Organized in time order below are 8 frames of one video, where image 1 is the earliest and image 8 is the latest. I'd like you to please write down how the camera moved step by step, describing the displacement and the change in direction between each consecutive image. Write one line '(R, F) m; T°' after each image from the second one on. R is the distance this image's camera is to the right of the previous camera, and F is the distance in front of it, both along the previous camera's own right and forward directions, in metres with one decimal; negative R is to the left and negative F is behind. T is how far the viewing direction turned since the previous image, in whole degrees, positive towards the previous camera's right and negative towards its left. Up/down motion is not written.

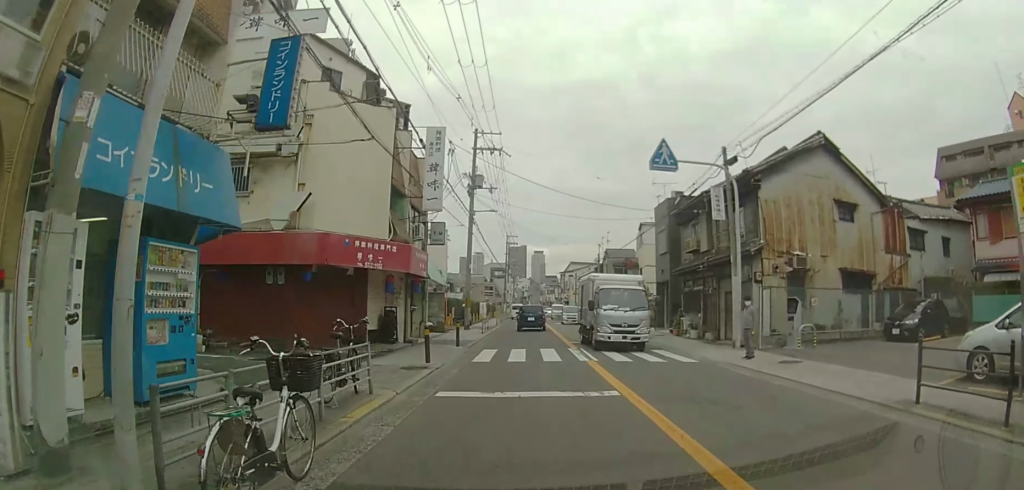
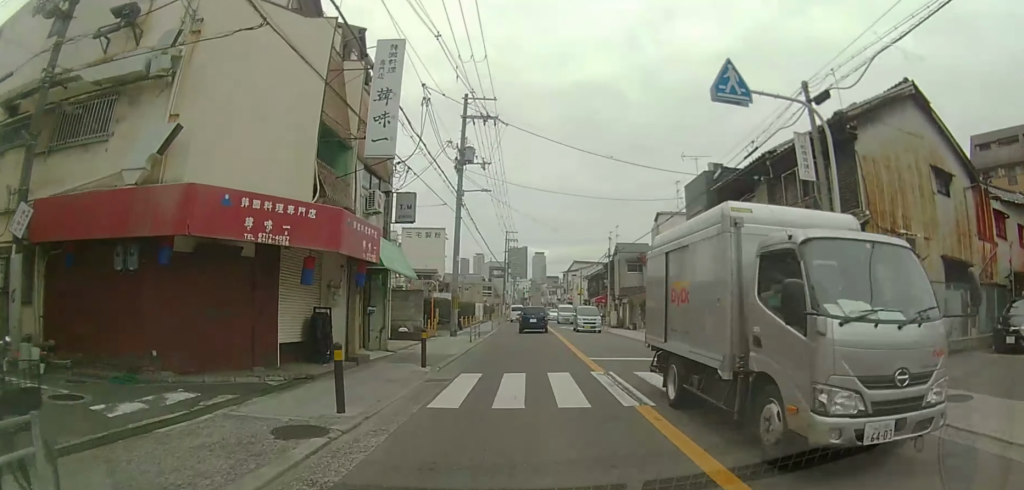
(-0.2, +6.3) m; -2°
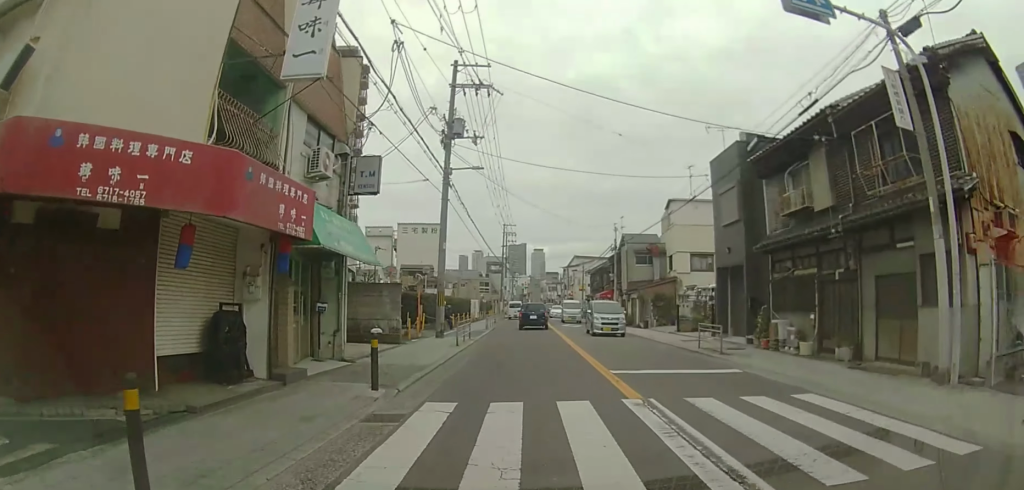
(0.0, +4.3) m; 0°
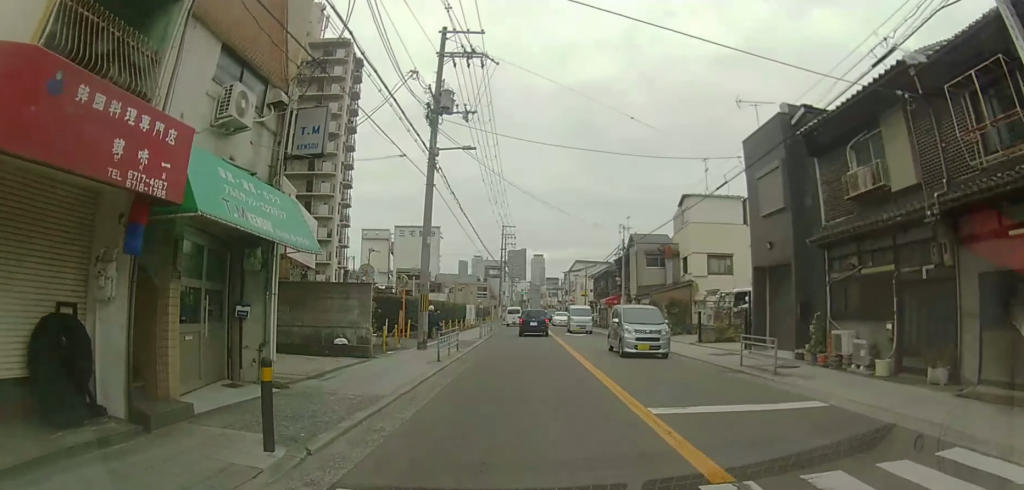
(0.0, +3.7) m; 0°
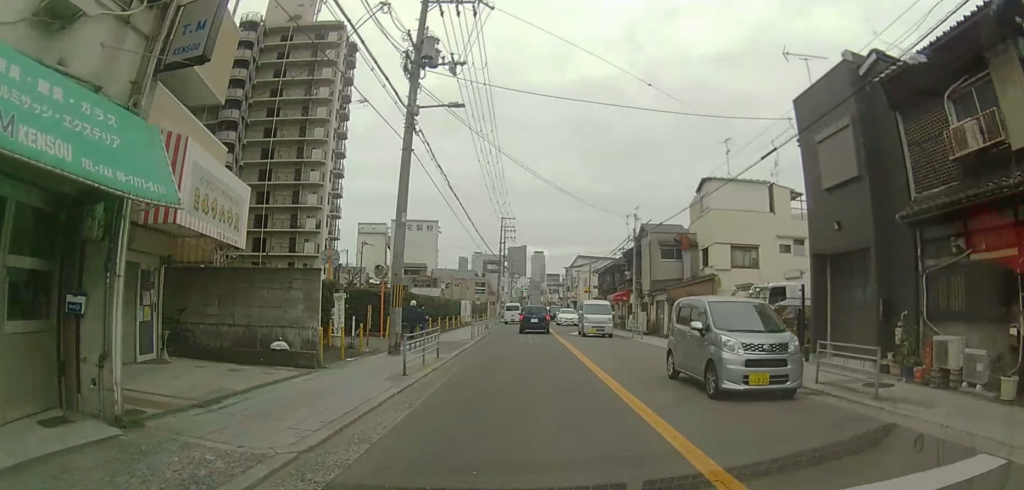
(0.0, +3.9) m; 0°
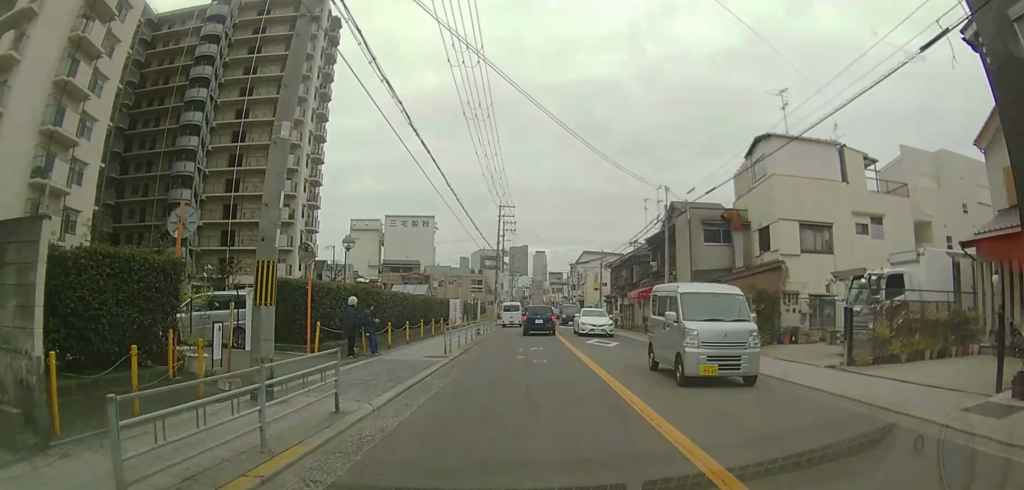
(0.0, +8.0) m; -1°
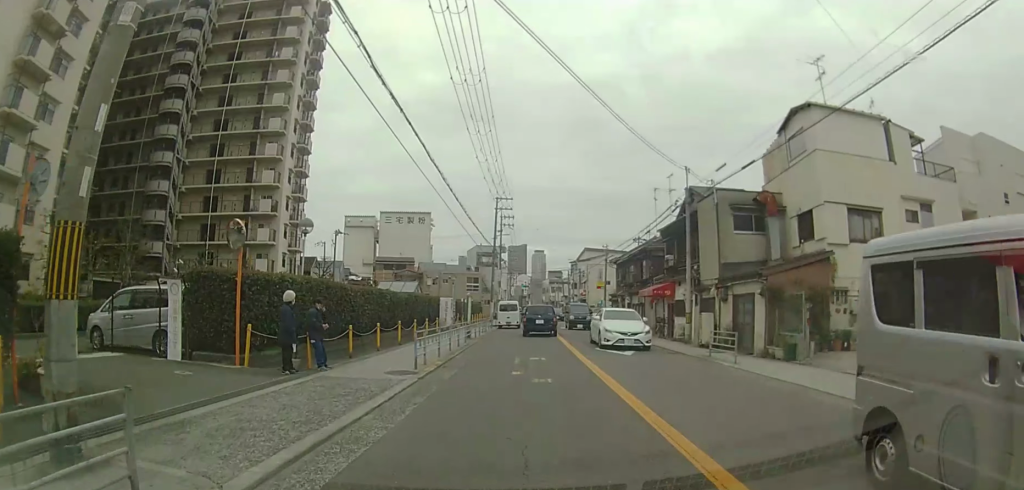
(-0.2, +3.8) m; +1°
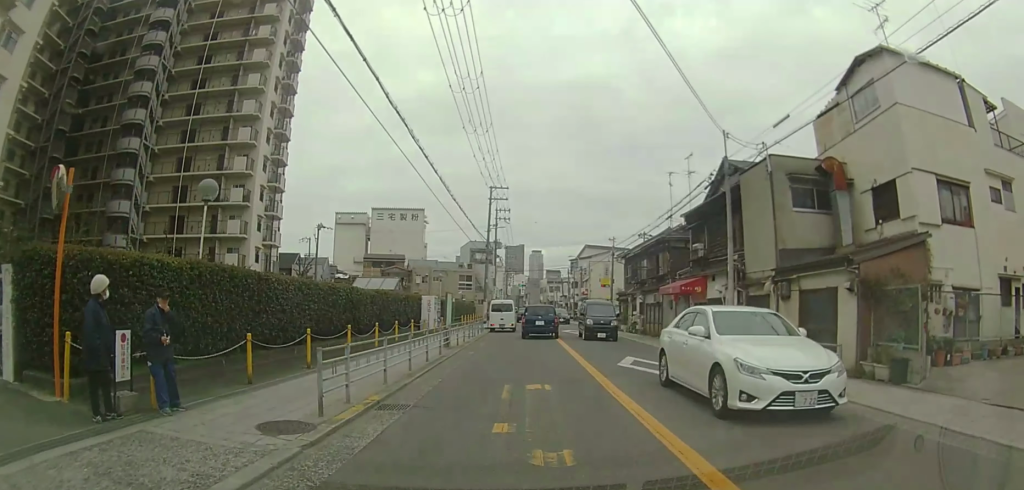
(+0.1, +5.1) m; +3°
